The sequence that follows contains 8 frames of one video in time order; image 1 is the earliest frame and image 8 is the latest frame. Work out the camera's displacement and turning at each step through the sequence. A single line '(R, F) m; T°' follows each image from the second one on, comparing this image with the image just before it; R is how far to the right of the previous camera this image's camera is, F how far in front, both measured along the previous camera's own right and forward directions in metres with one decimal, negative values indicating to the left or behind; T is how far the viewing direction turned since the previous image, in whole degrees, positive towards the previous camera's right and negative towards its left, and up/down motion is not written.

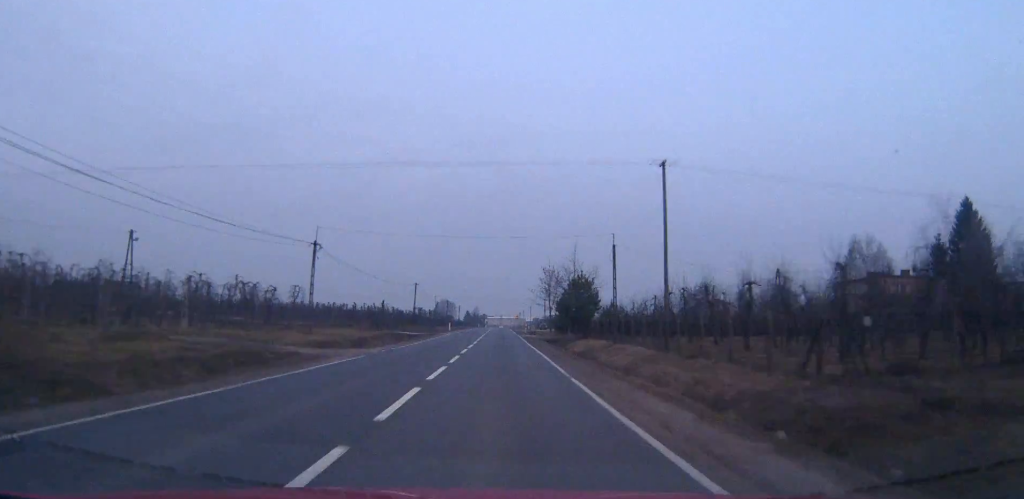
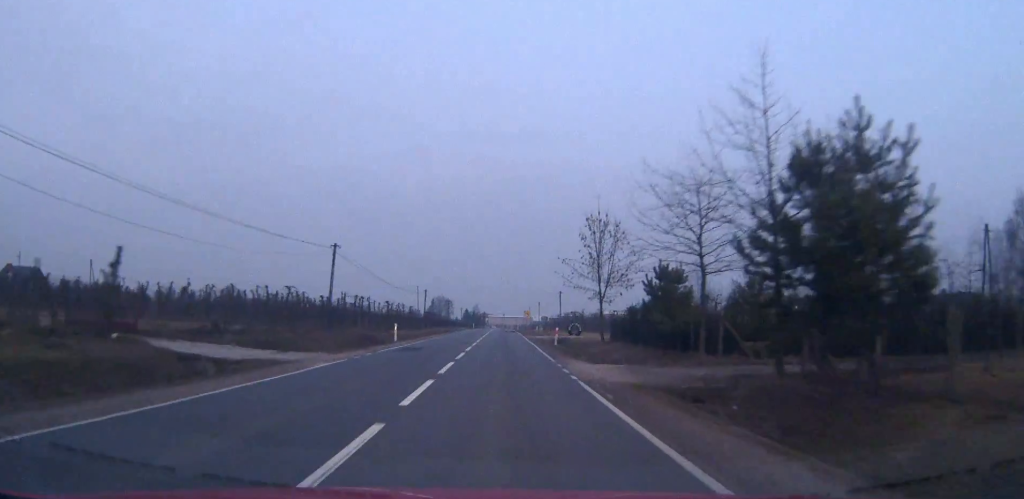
(-0.1, +45.7) m; 0°
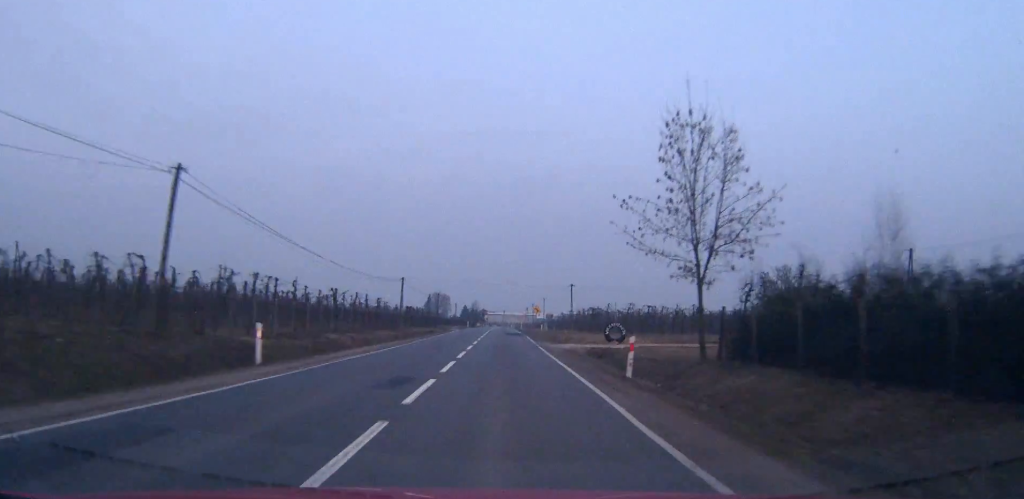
(0.0, +23.7) m; 0°
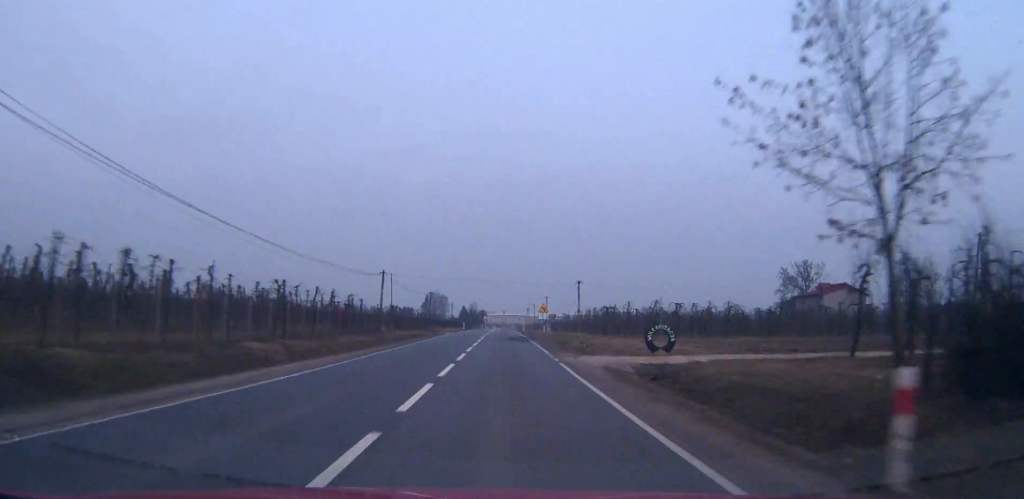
(0.0, +12.5) m; 0°
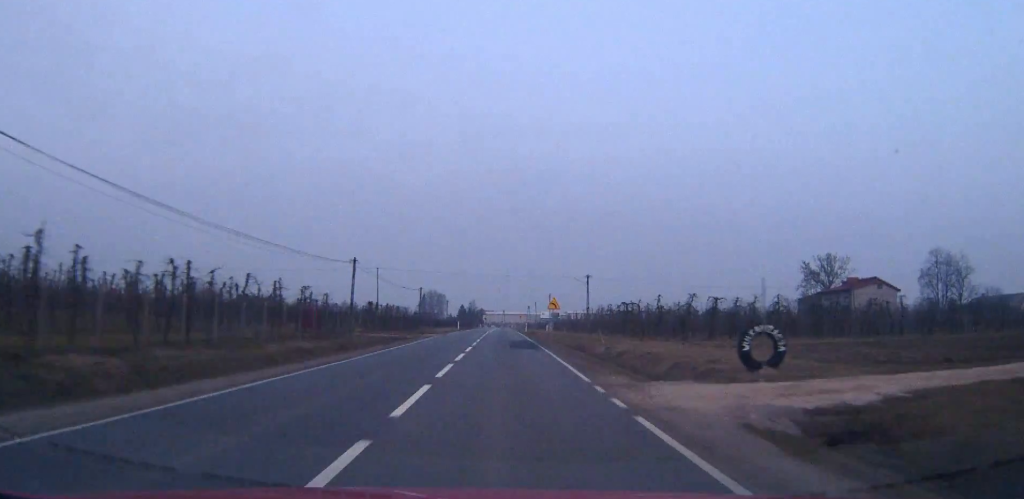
(0.0, +12.5) m; 0°
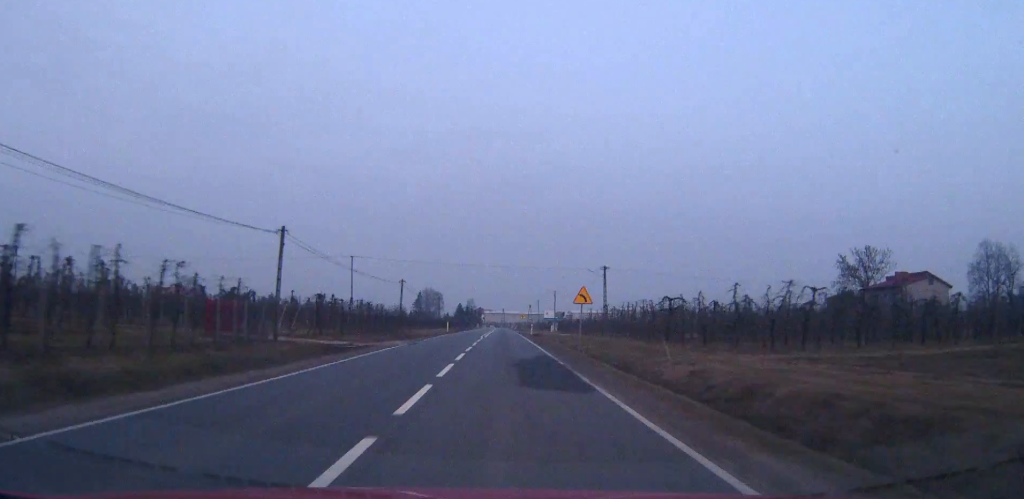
(0.0, +17.5) m; 0°
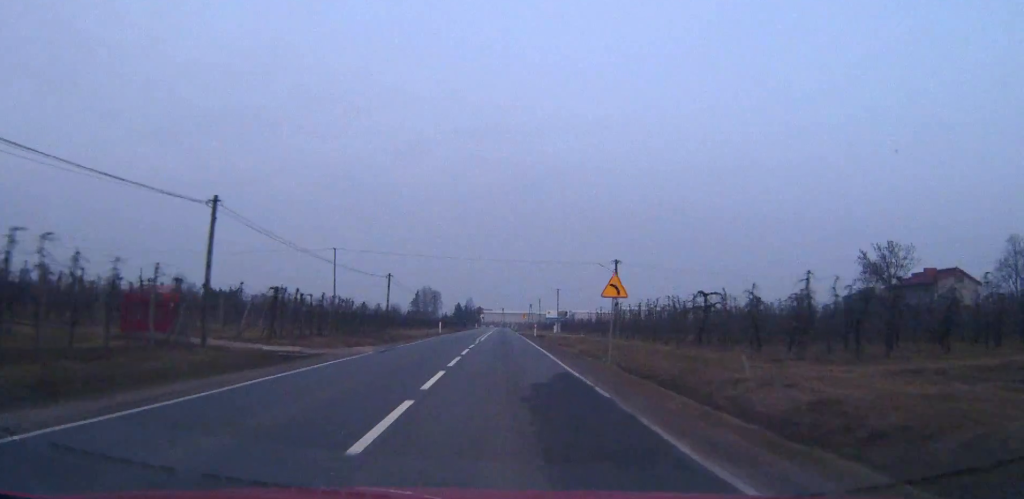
(0.0, +8.8) m; 0°
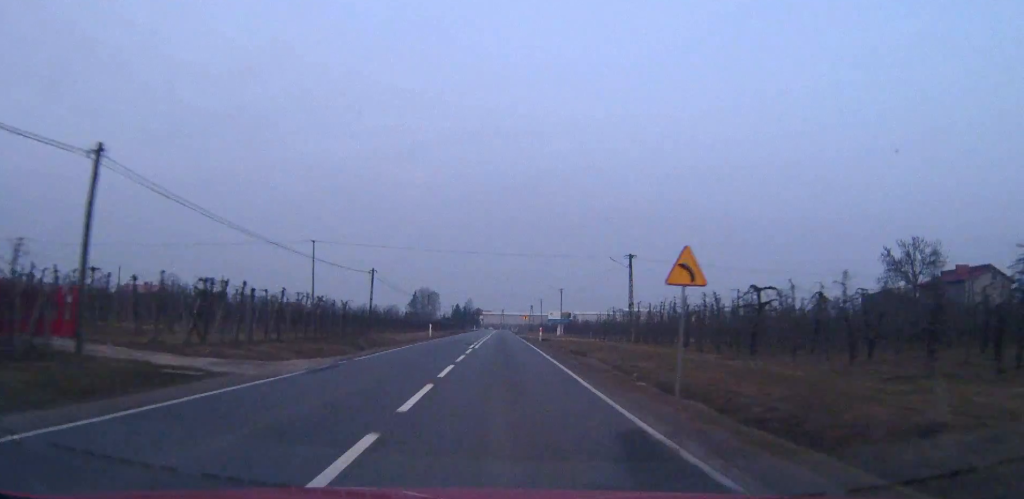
(0.0, +8.7) m; 0°
